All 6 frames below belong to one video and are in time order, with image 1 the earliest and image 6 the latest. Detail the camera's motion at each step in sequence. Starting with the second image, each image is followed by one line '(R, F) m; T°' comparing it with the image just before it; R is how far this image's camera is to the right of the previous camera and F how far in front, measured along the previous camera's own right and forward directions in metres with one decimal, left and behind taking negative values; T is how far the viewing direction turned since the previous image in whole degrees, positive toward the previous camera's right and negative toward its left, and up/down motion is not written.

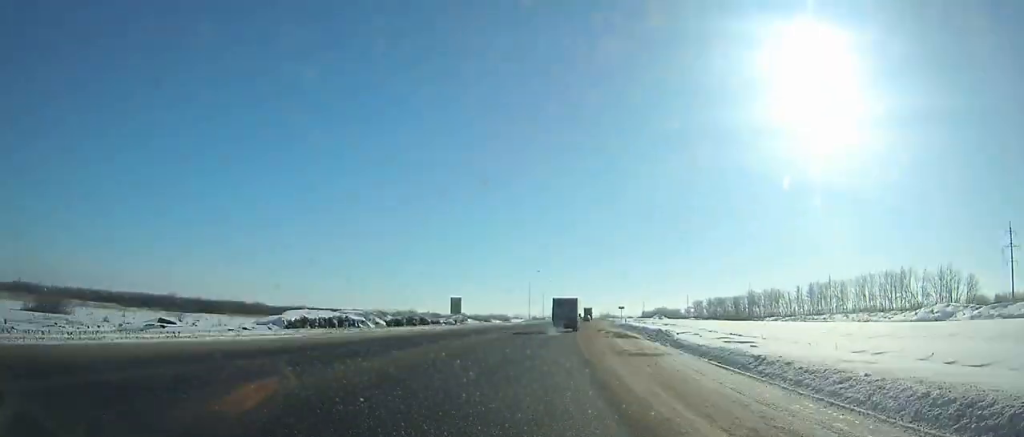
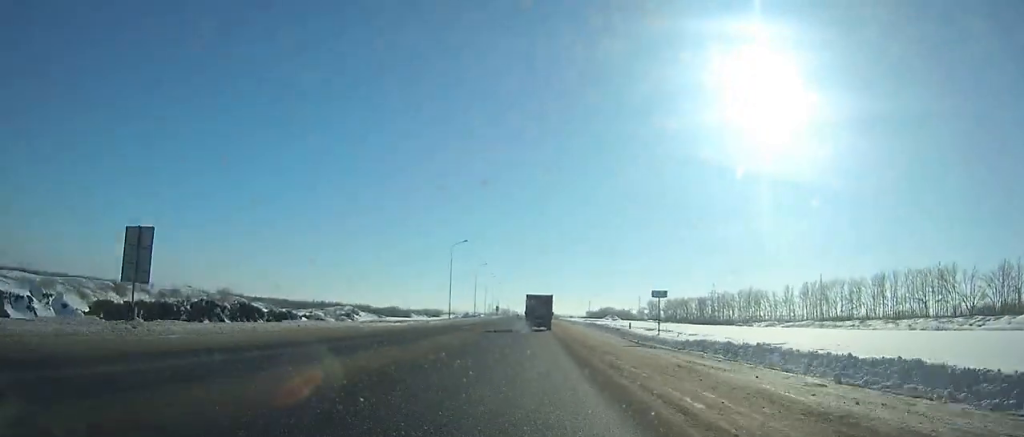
(+3.9, +46.9) m; +6°
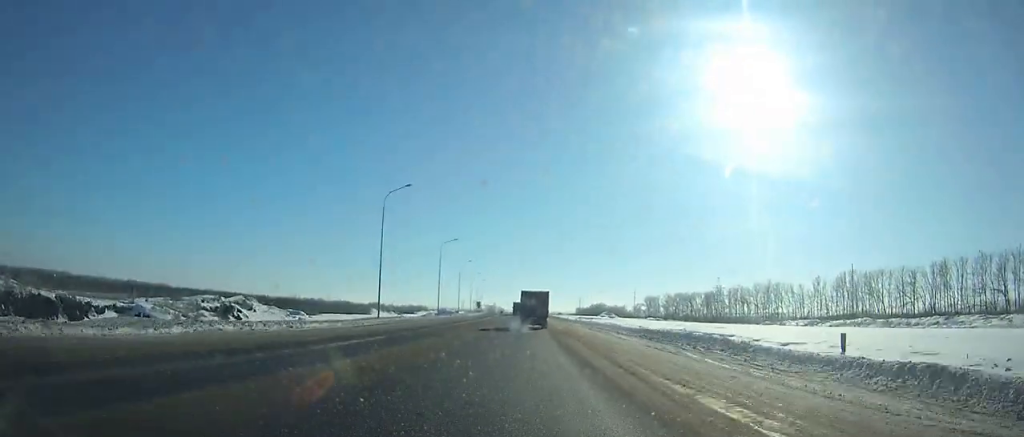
(+0.9, +33.1) m; +2°
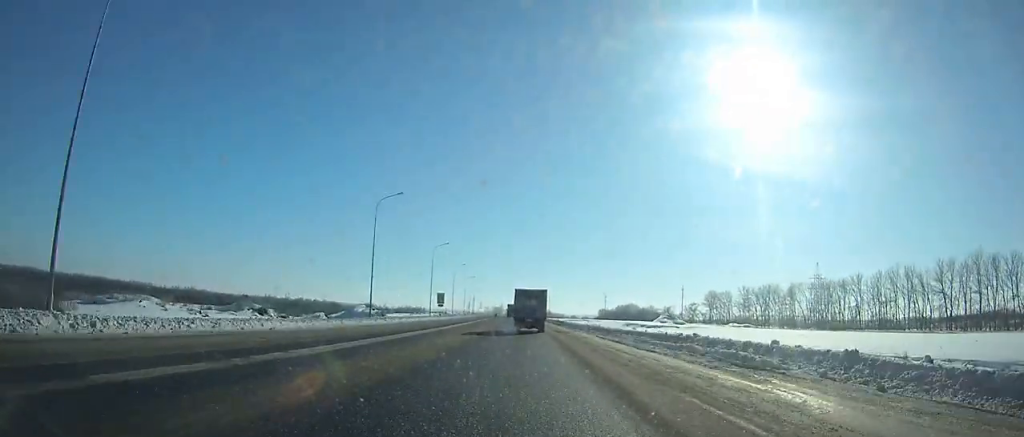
(-0.1, +108.2) m; -1°
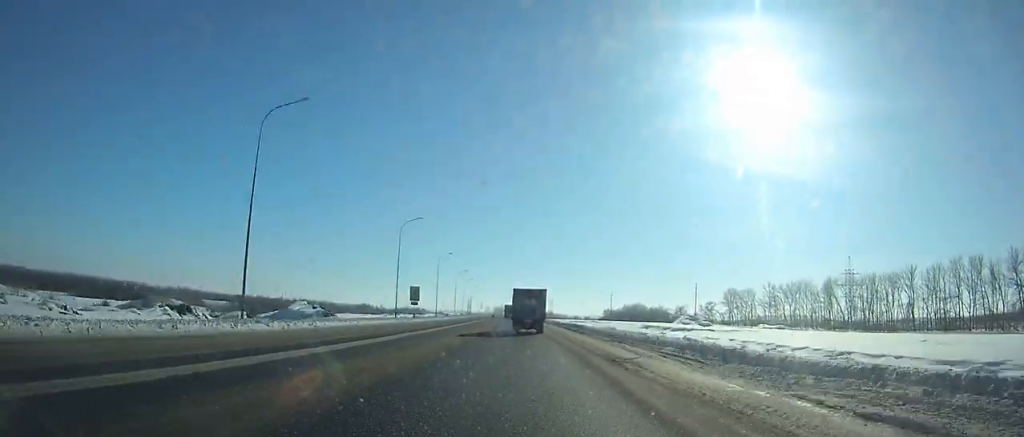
(-0.1, +24.6) m; 0°
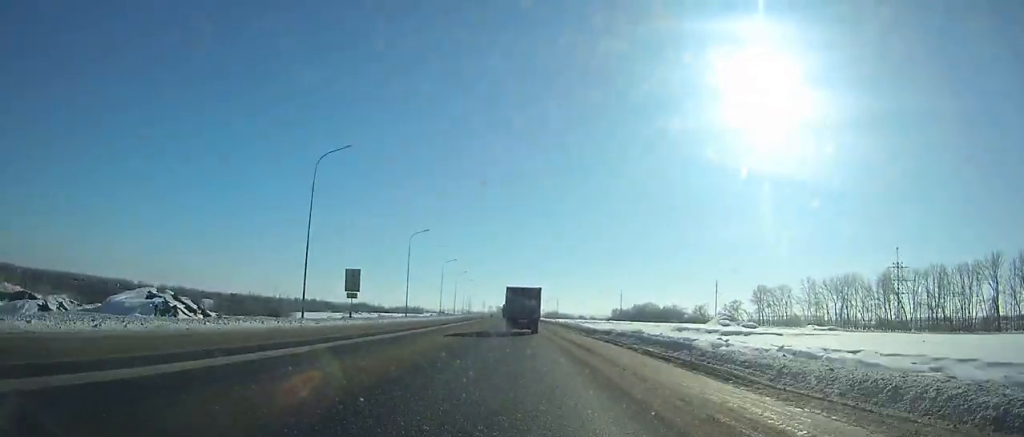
(0.0, +28.6) m; 0°
